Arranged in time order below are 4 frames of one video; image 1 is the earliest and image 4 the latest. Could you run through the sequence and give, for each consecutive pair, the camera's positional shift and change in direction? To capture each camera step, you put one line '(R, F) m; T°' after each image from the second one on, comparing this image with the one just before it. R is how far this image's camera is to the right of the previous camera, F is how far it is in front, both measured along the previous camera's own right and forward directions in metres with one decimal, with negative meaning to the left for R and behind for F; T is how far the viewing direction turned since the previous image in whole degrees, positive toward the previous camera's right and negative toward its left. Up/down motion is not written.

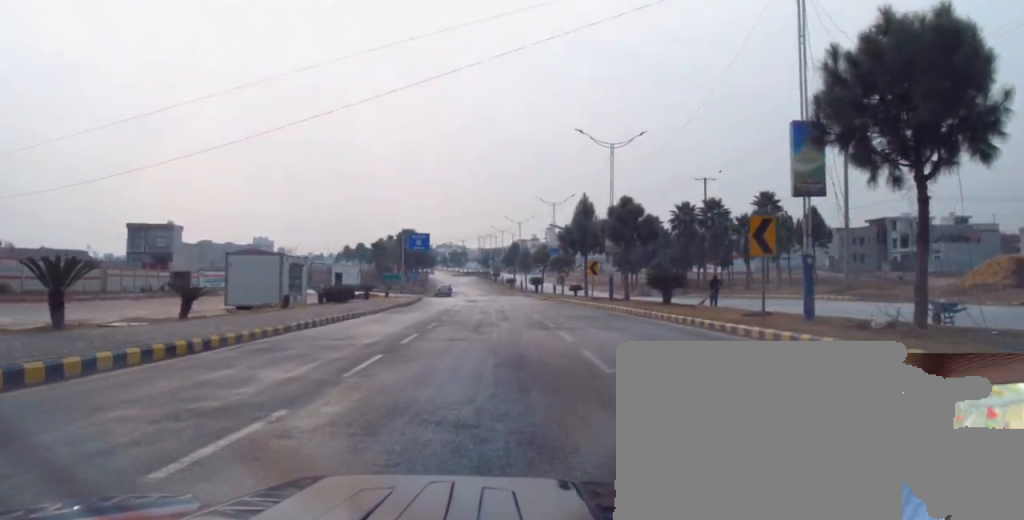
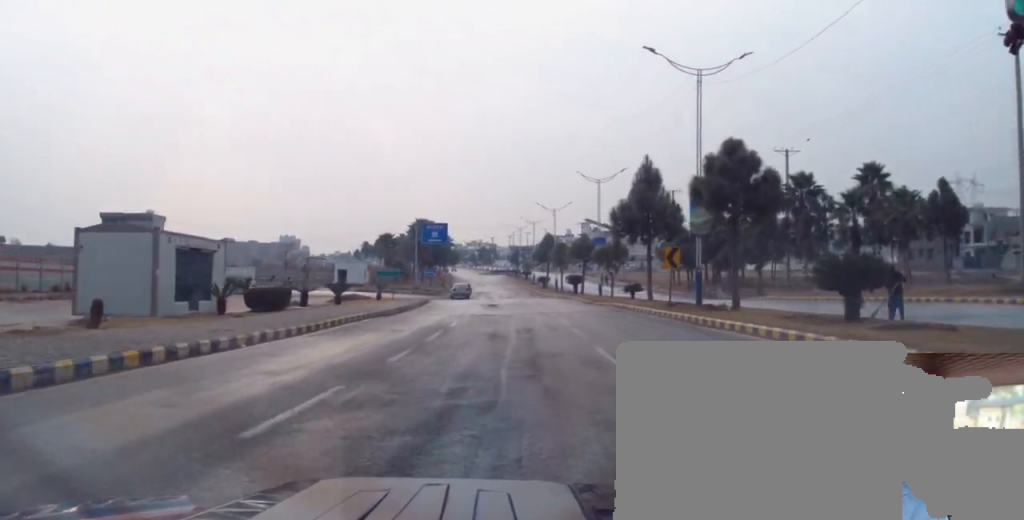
(-0.4, +16.3) m; 0°
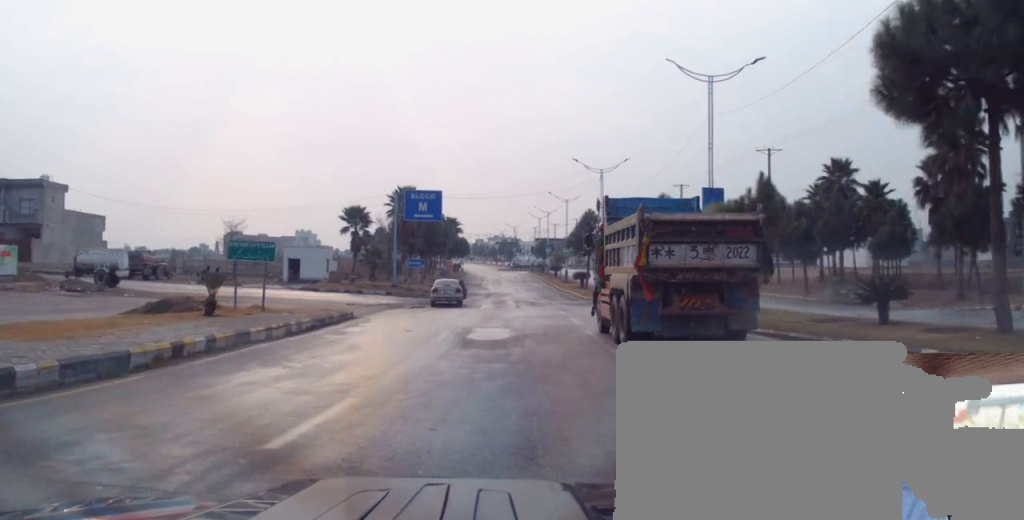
(-1.8, +29.0) m; -3°
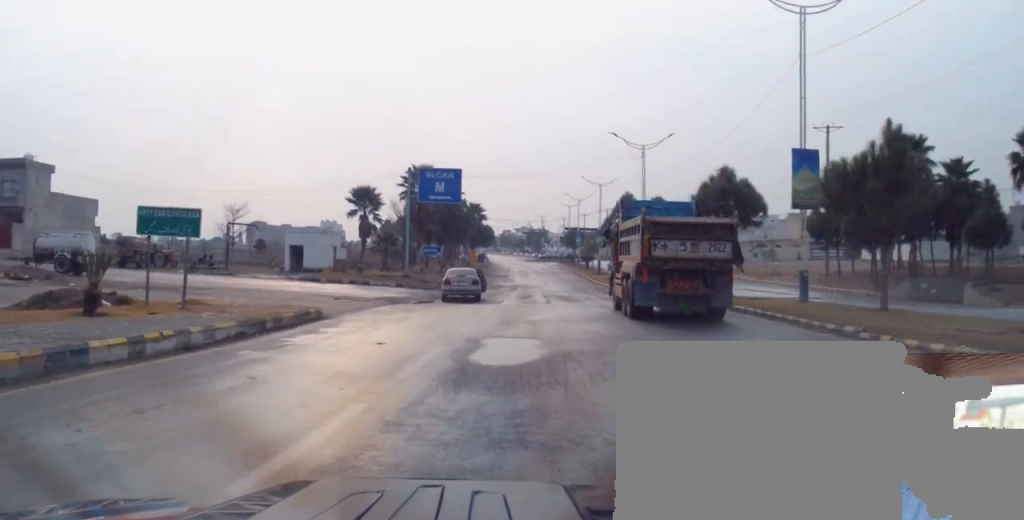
(+0.2, +7.3) m; -4°
